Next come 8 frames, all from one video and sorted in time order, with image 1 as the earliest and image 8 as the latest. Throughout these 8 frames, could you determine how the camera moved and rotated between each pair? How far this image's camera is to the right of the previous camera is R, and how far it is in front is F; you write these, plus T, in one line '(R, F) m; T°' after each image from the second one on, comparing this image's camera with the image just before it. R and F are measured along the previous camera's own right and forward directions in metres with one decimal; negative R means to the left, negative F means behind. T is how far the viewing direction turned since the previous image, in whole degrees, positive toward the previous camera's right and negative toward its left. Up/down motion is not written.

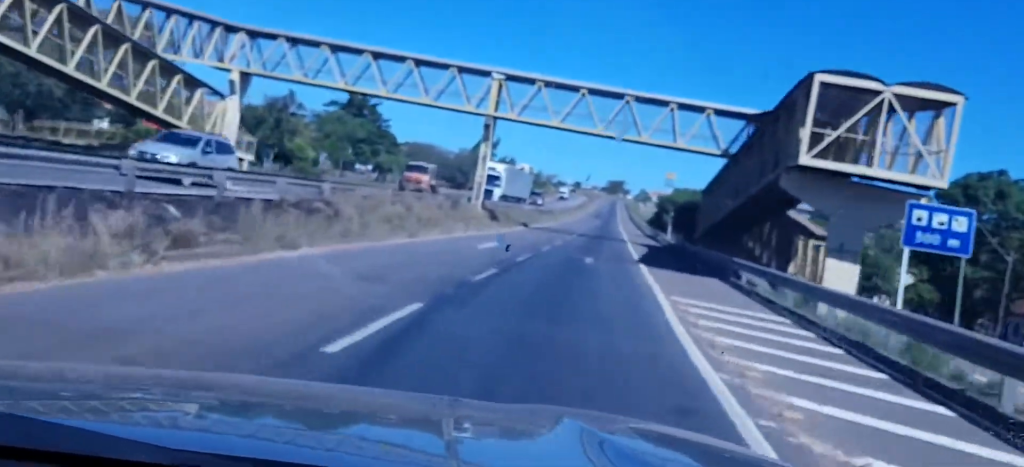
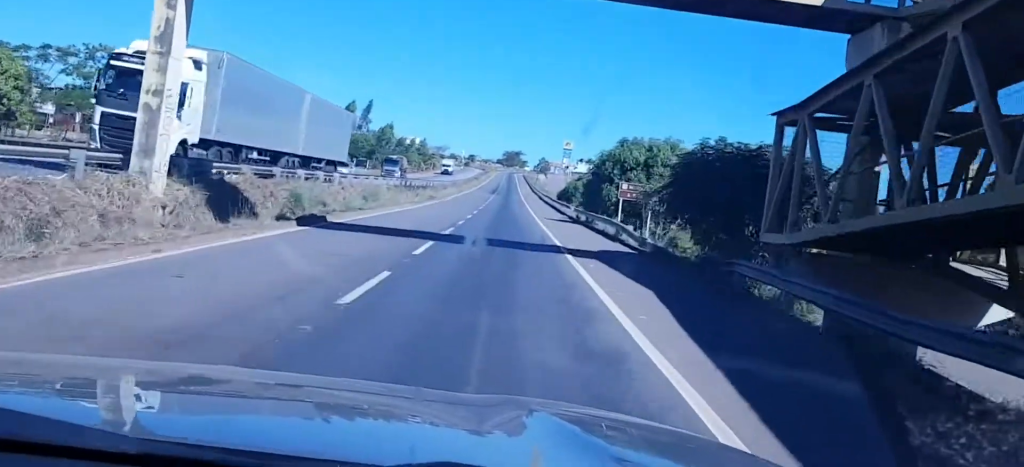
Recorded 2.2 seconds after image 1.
(+5.1, +39.0) m; +11°
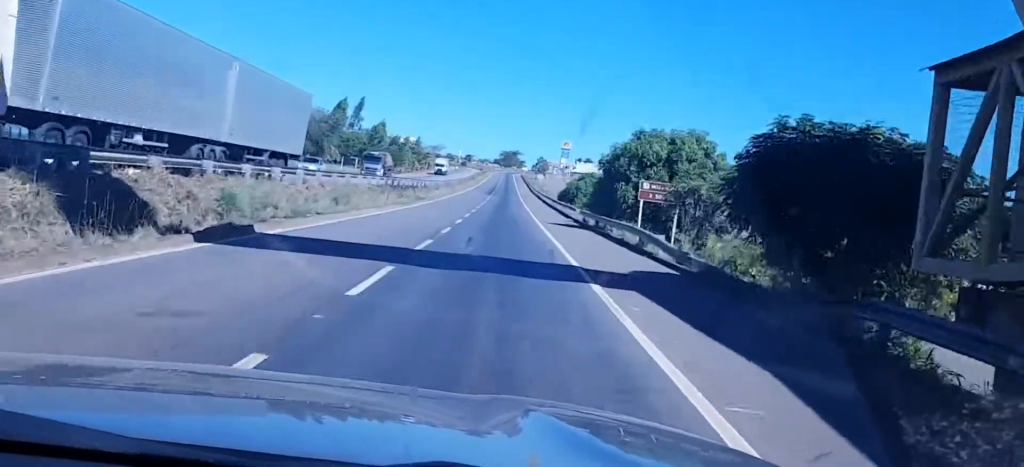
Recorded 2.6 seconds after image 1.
(0.0, +7.8) m; 0°
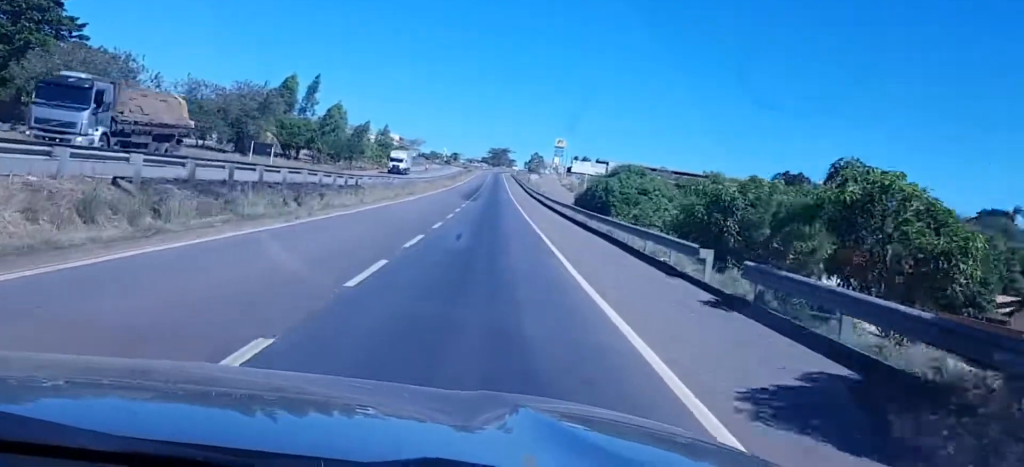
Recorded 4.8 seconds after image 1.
(0.0, +39.9) m; 0°
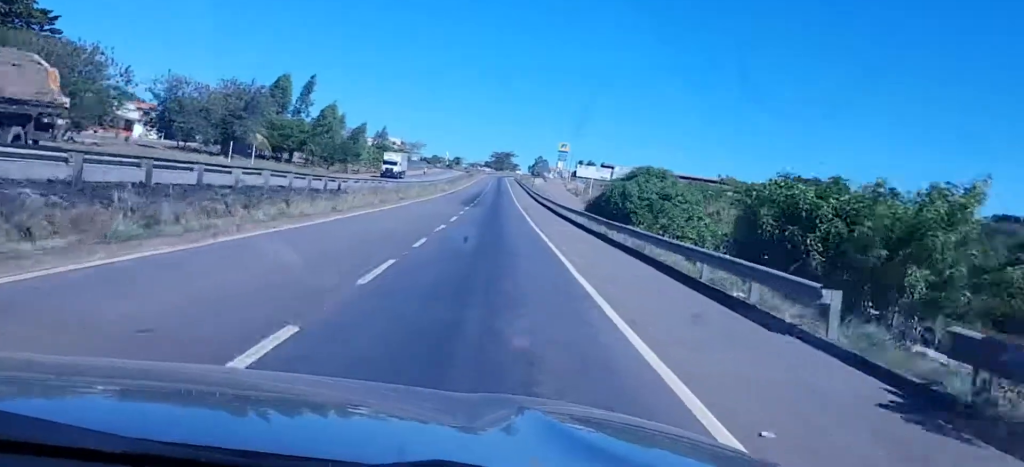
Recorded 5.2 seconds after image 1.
(0.0, +7.5) m; 0°
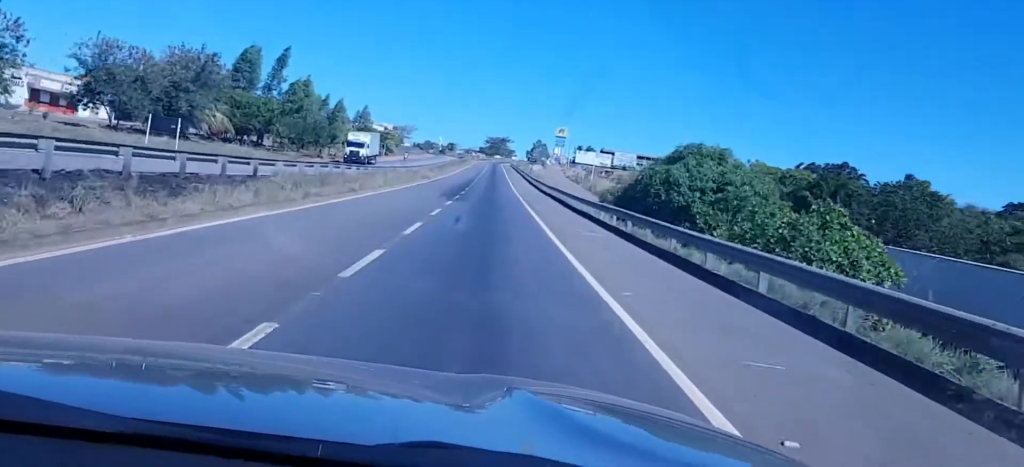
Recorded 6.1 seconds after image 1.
(-0.1, +16.8) m; -2°
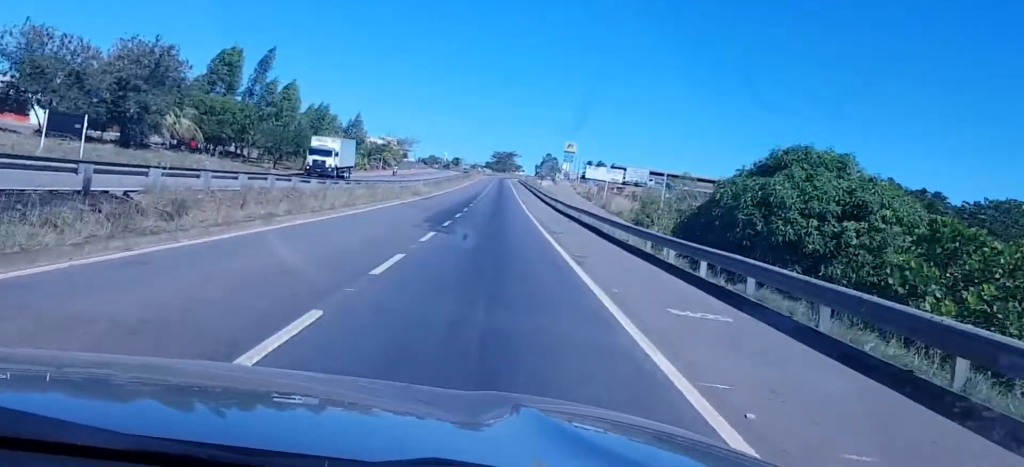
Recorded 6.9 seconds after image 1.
(-0.4, +14.8) m; 0°
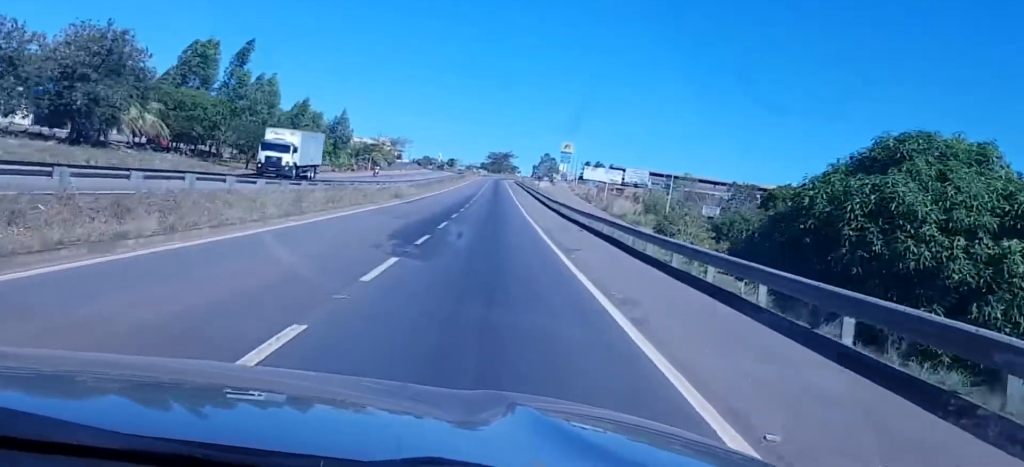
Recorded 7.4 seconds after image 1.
(+0.1, +9.5) m; 0°
